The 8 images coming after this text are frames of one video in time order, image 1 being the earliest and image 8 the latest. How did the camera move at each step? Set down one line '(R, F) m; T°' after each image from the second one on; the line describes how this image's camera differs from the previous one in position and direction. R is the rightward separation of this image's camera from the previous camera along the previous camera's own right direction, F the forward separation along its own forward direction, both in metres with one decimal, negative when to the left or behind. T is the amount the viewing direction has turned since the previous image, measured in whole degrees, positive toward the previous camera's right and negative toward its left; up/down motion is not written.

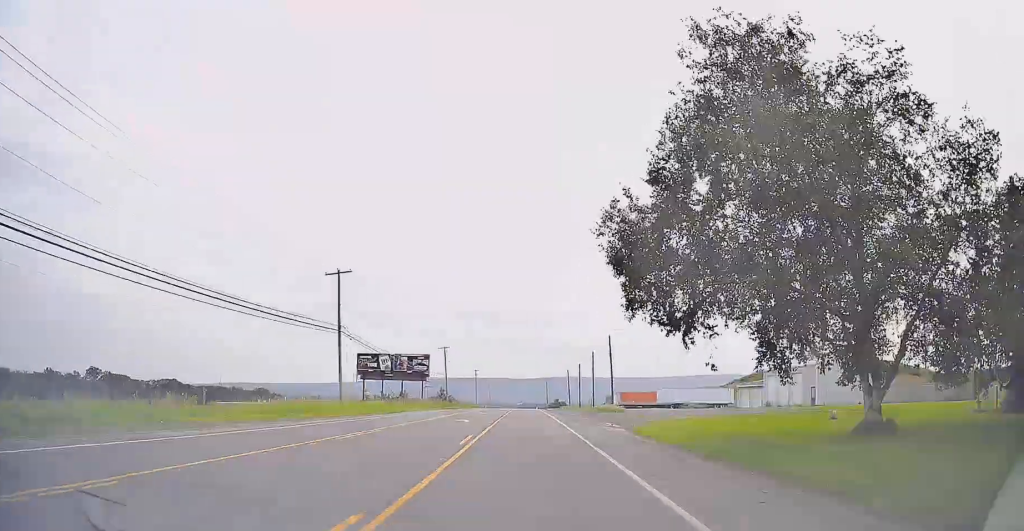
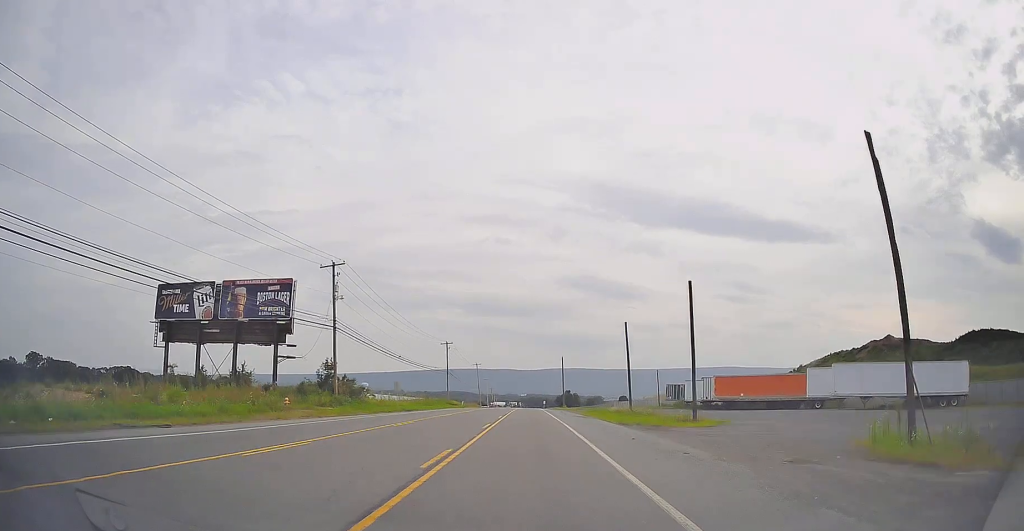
(+0.3, +66.3) m; 0°
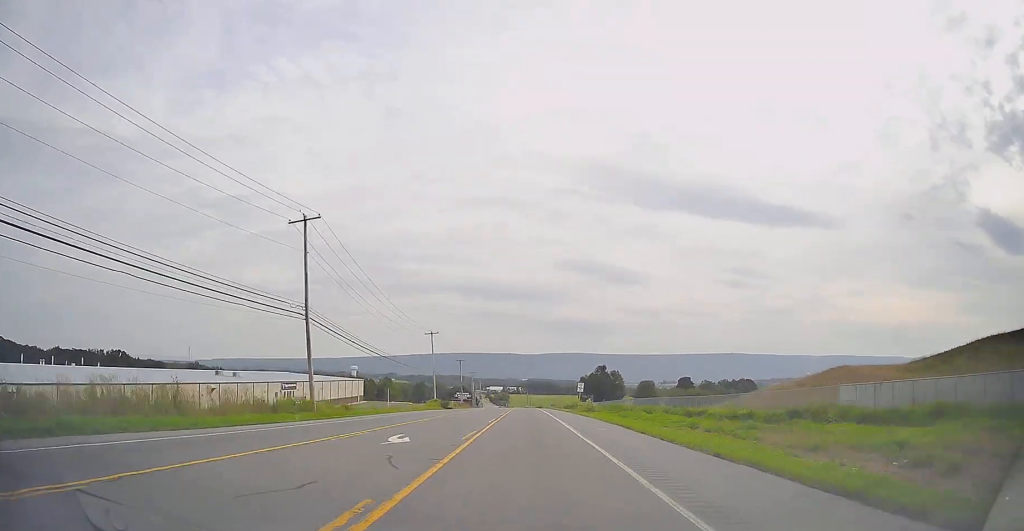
(-0.9, +130.4) m; -1°
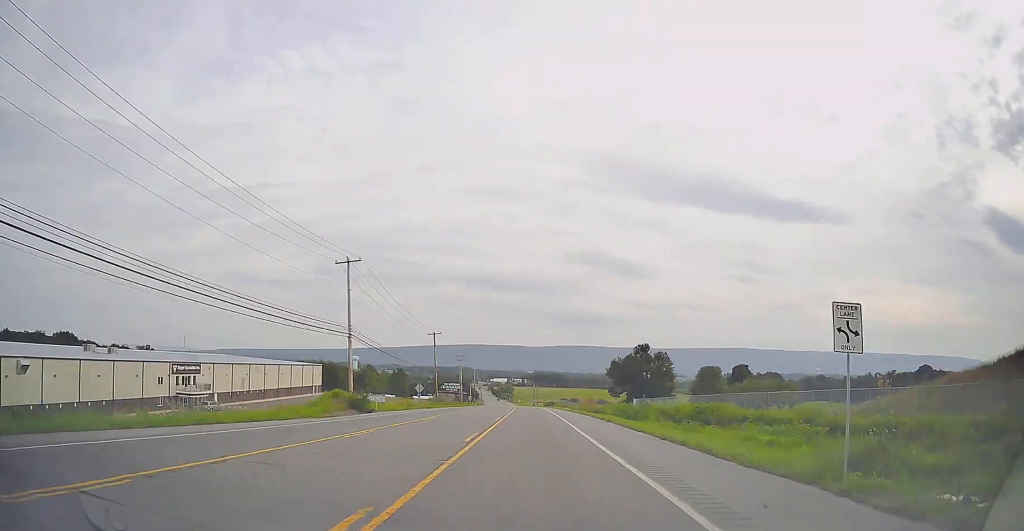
(+0.2, +49.0) m; 0°
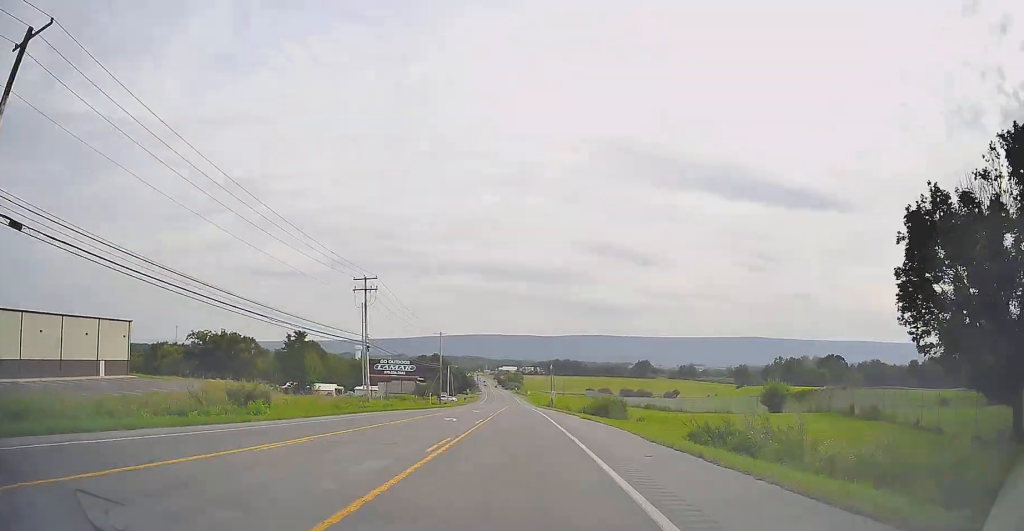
(-1.0, +91.1) m; -2°
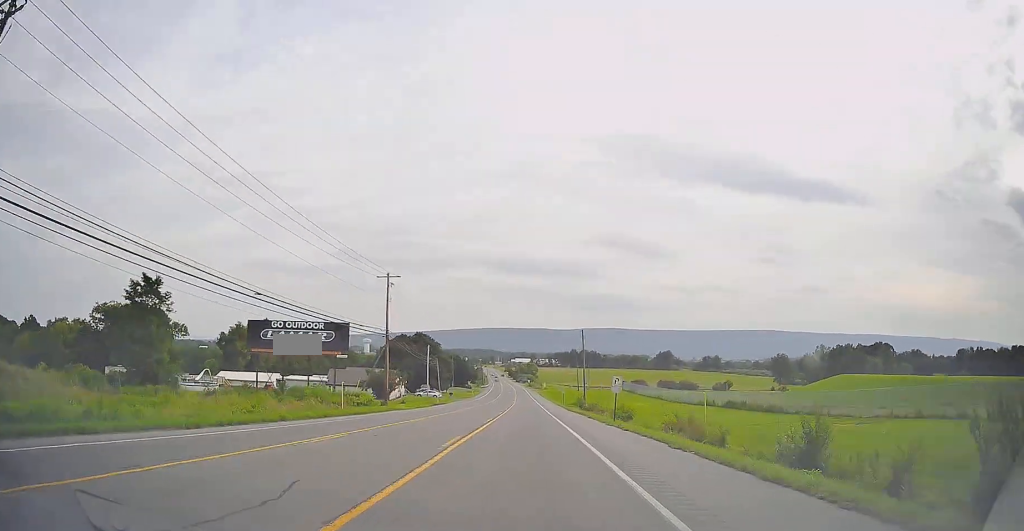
(-0.8, +47.5) m; -1°
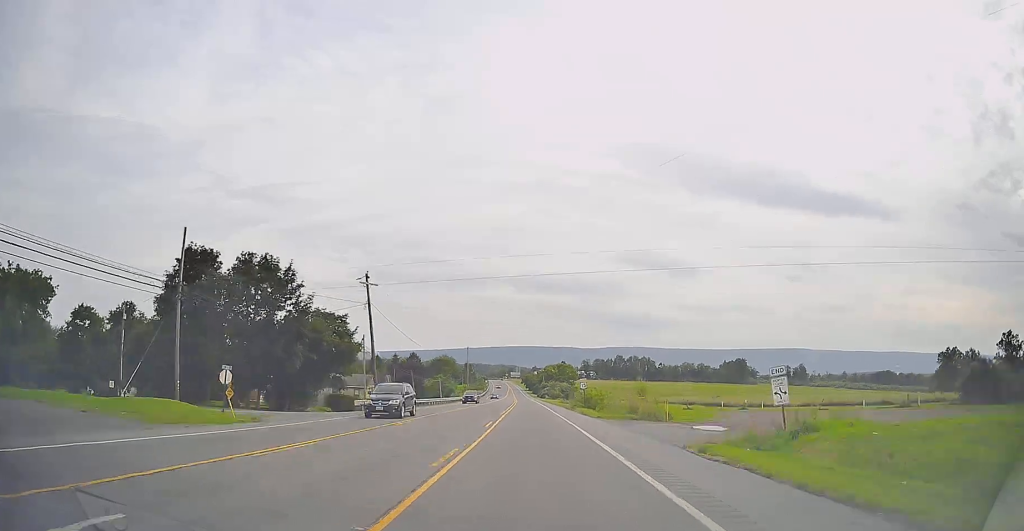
(-3.4, +160.5) m; -3°
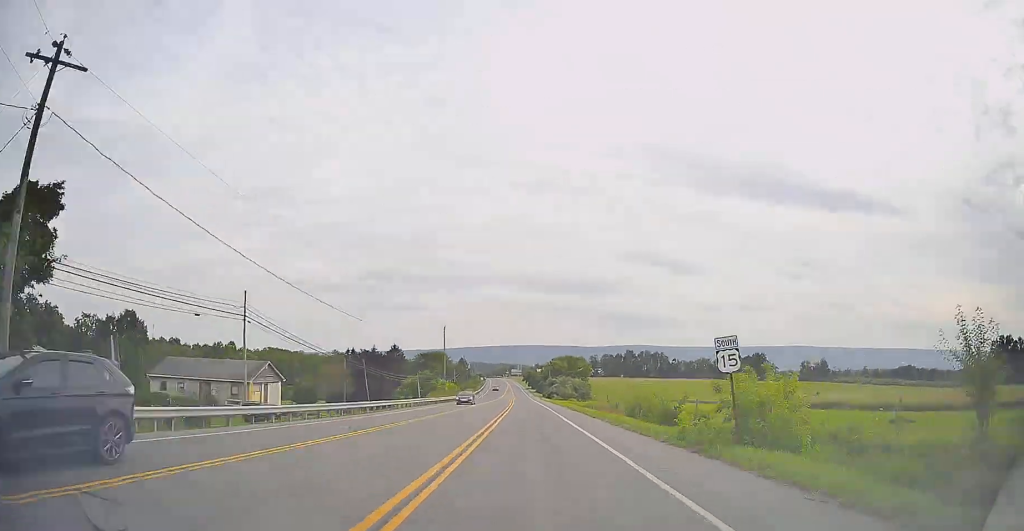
(-0.2, +35.5) m; -1°
